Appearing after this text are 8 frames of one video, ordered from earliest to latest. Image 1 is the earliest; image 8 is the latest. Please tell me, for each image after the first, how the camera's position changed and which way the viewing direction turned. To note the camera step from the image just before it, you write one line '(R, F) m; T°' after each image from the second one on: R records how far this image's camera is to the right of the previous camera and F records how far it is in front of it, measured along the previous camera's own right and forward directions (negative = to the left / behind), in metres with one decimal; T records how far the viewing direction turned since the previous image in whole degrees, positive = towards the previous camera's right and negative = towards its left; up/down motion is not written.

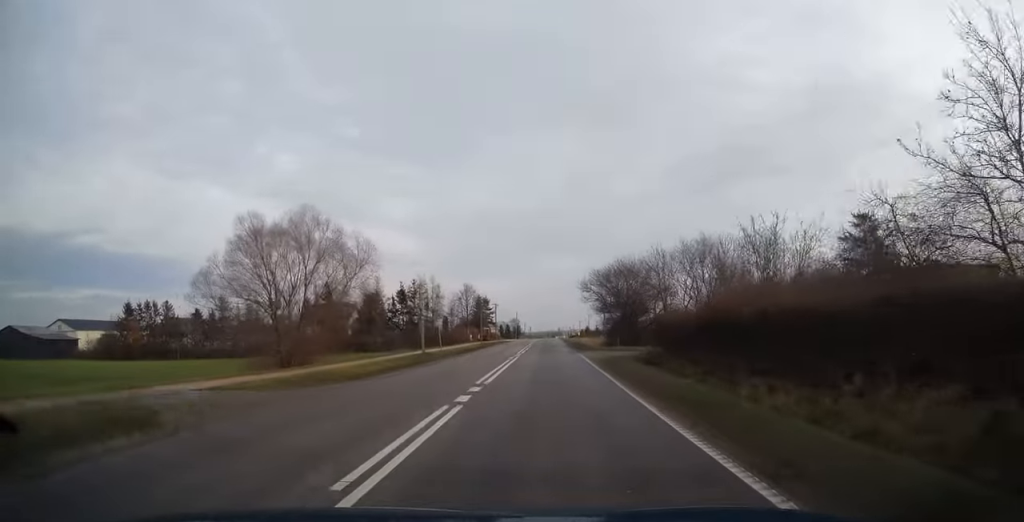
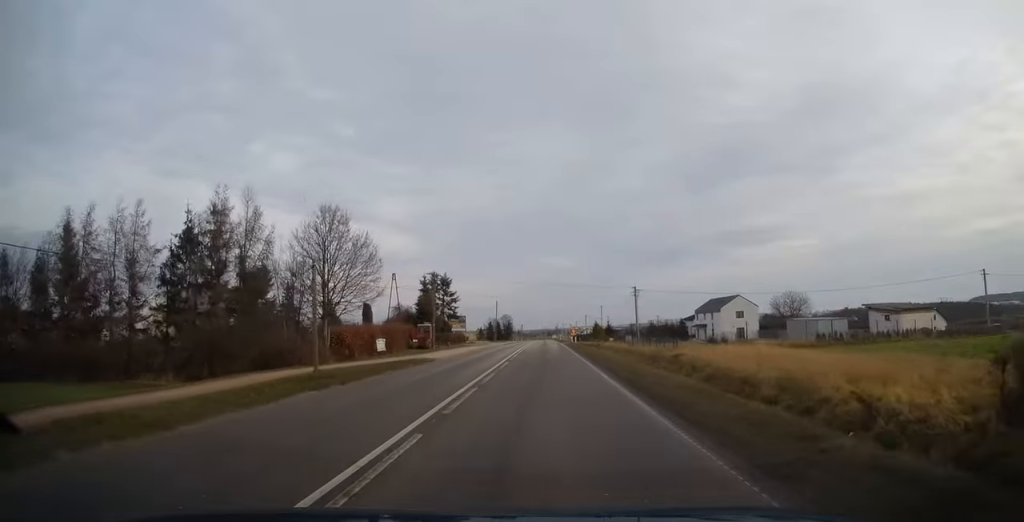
(+0.1, +57.1) m; 0°
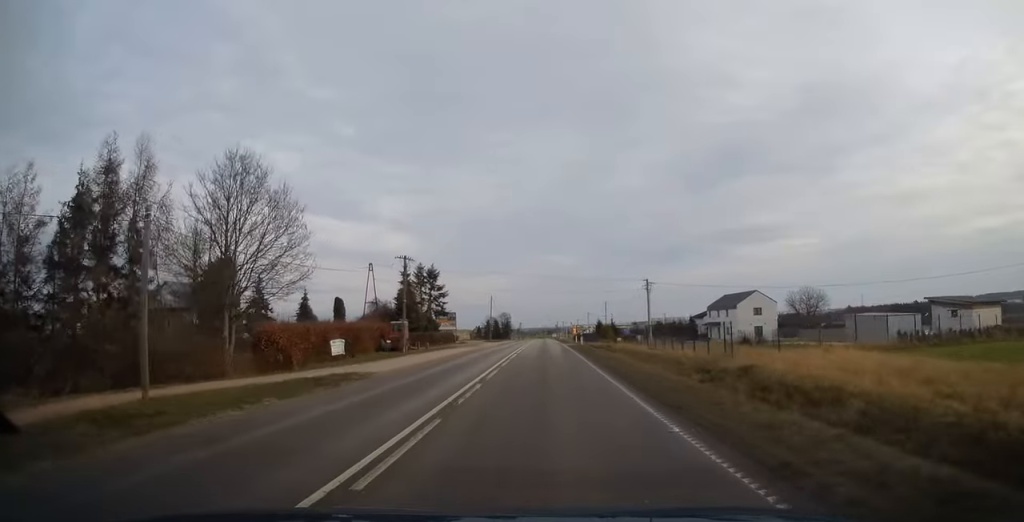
(-0.1, +10.8) m; 0°
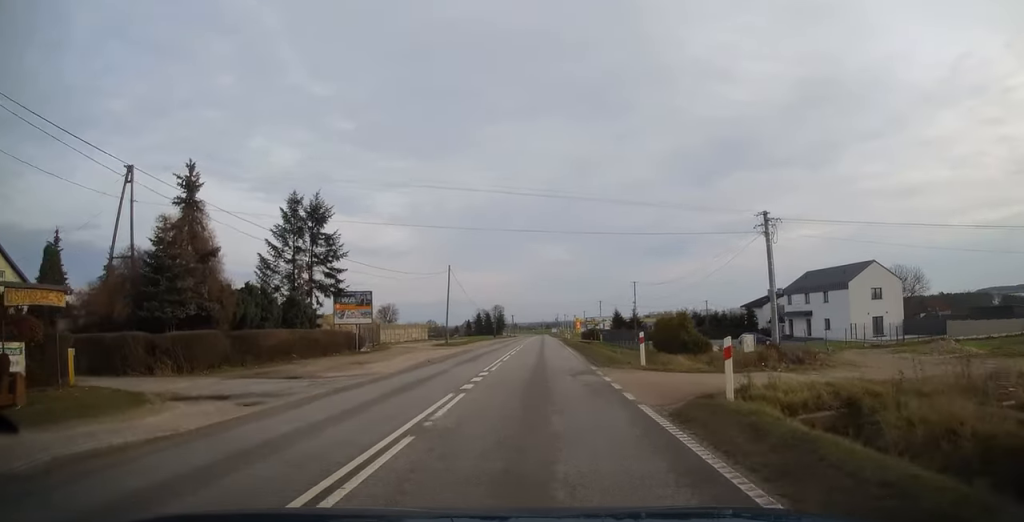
(+0.4, +43.2) m; +1°
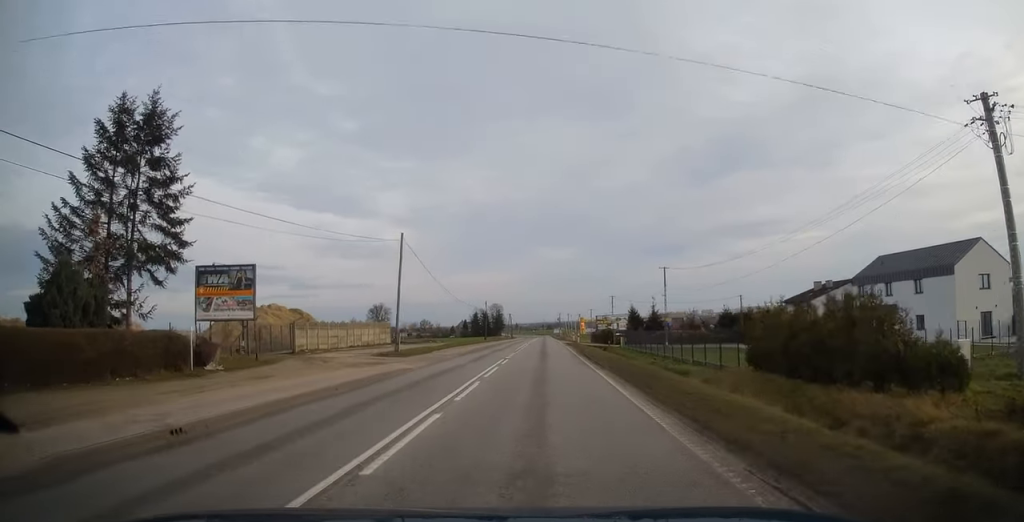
(0.0, +20.4) m; 0°
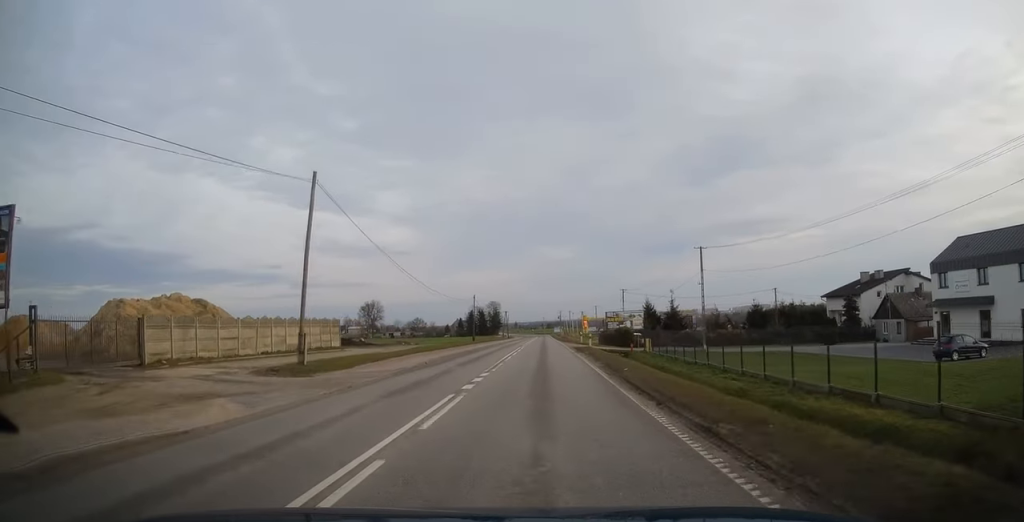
(0.0, +15.5) m; -1°
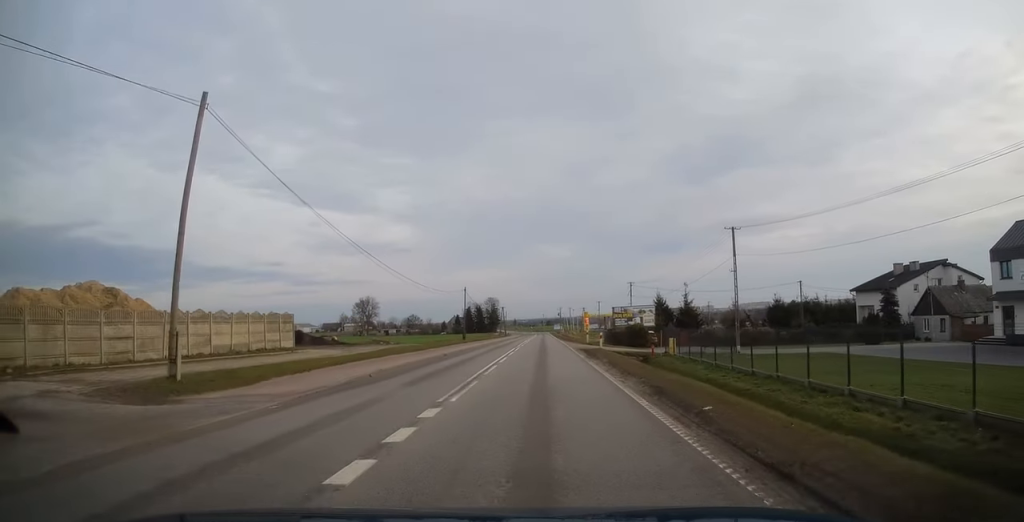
(-0.1, +8.8) m; 0°
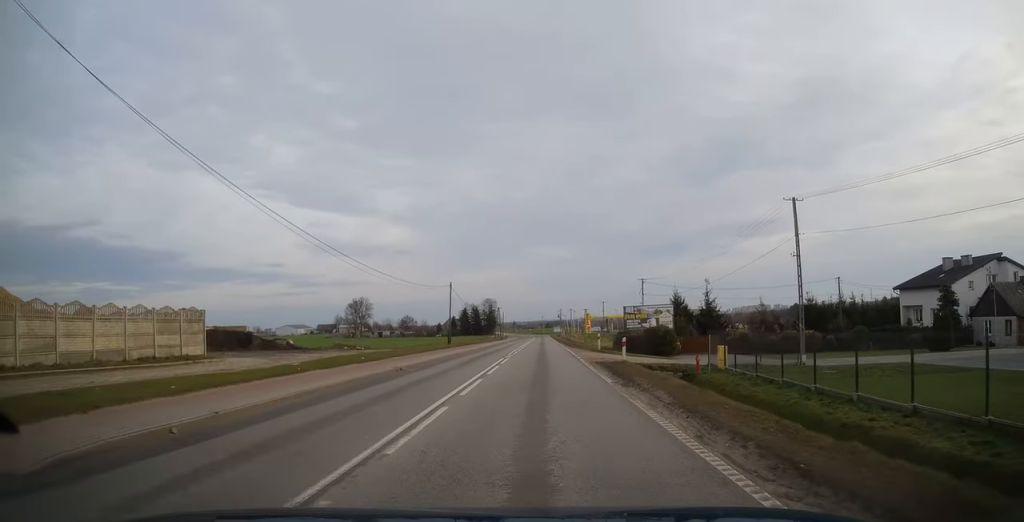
(-0.2, +10.7) m; 0°
